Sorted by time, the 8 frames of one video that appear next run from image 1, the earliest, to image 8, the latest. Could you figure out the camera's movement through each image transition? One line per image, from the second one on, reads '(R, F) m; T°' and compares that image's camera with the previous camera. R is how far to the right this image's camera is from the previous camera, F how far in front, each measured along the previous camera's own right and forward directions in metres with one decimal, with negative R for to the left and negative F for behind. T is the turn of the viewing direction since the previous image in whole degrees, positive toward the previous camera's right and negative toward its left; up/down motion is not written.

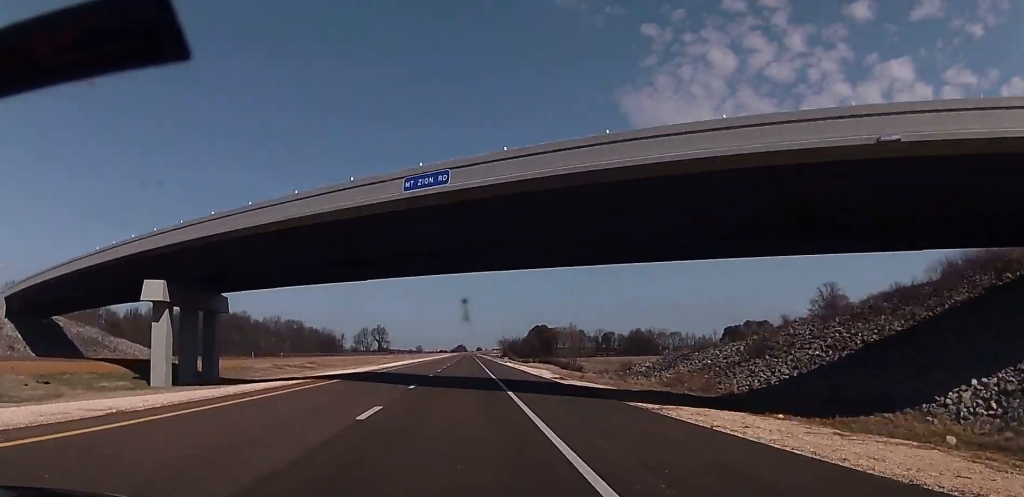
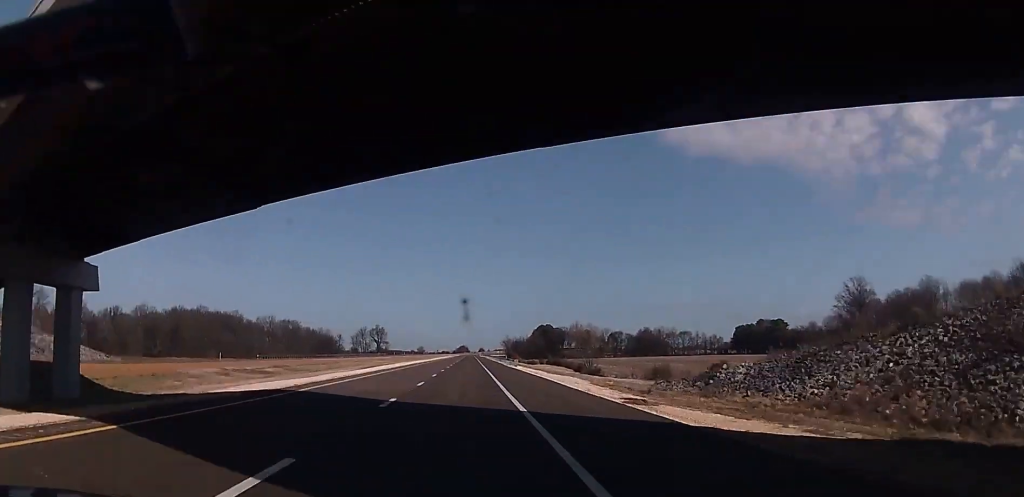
(0.0, +20.3) m; 0°
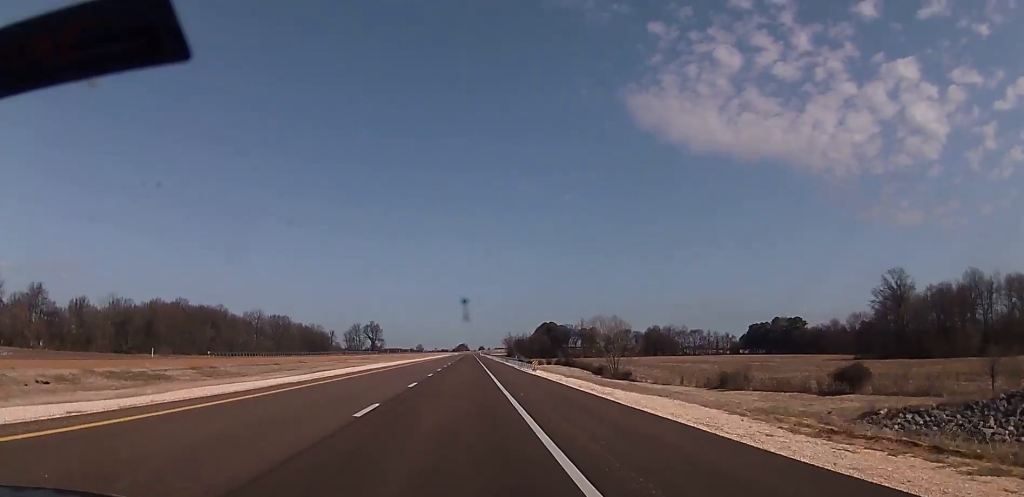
(+0.2, +27.3) m; 0°
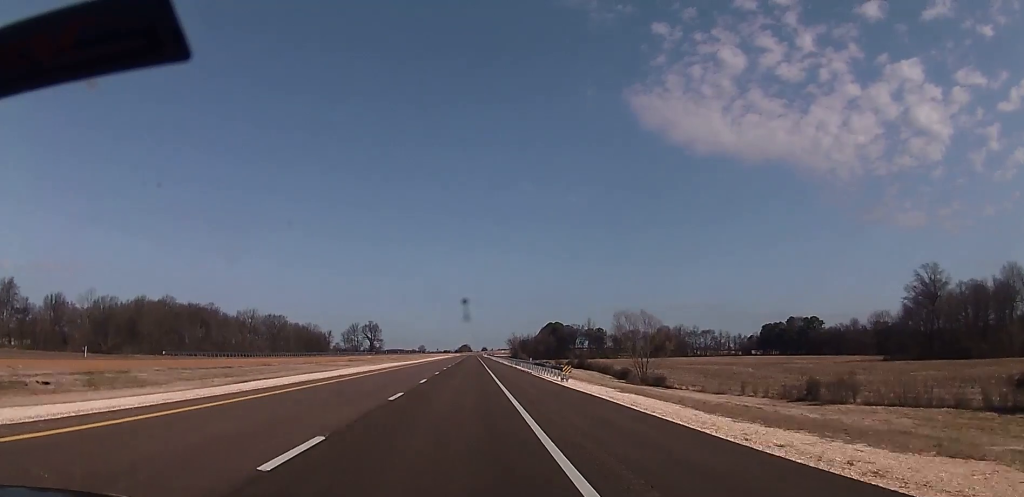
(+0.2, +18.9) m; 0°
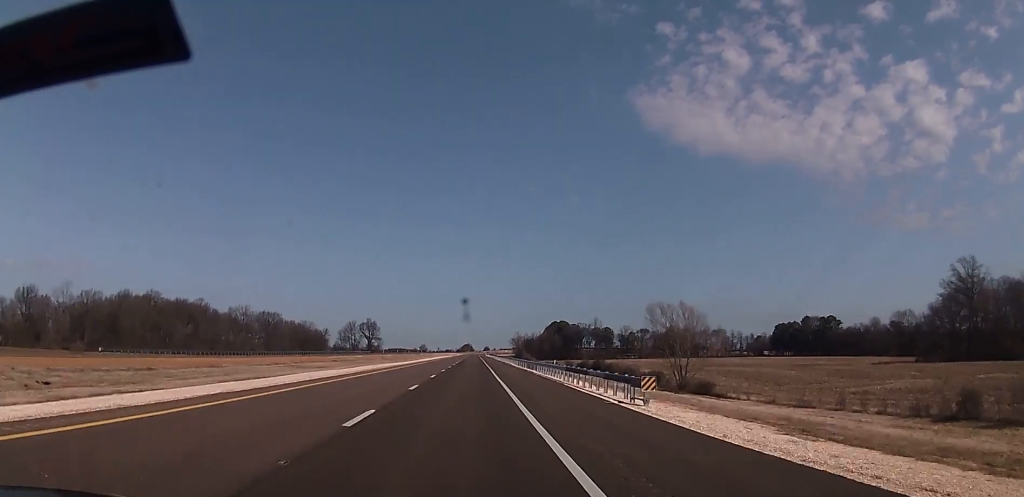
(-0.2, +18.9) m; 0°
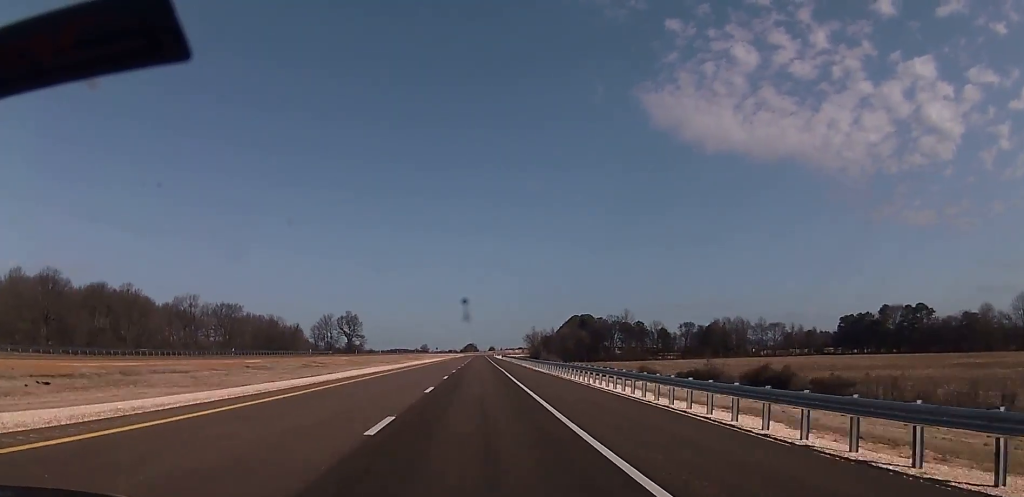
(-1.4, +87.0) m; -1°
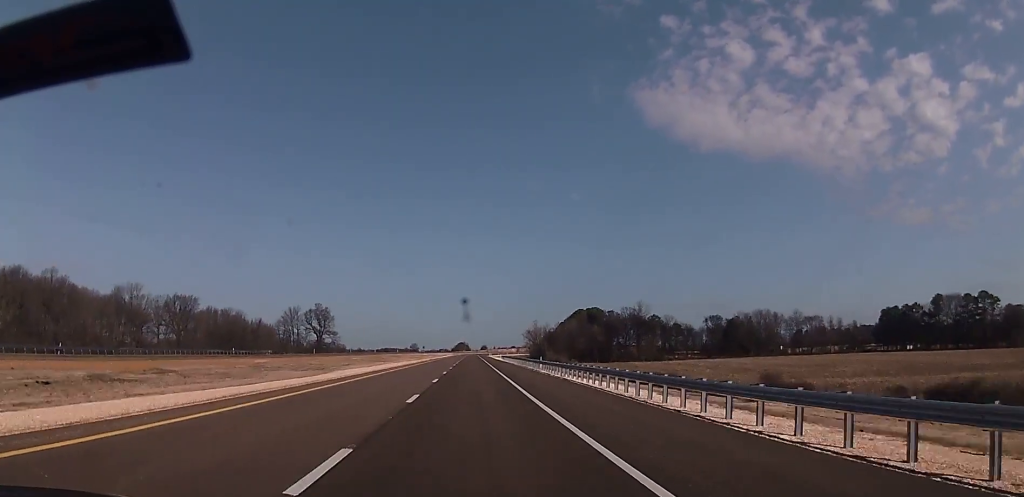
(+0.6, +53.5) m; +1°
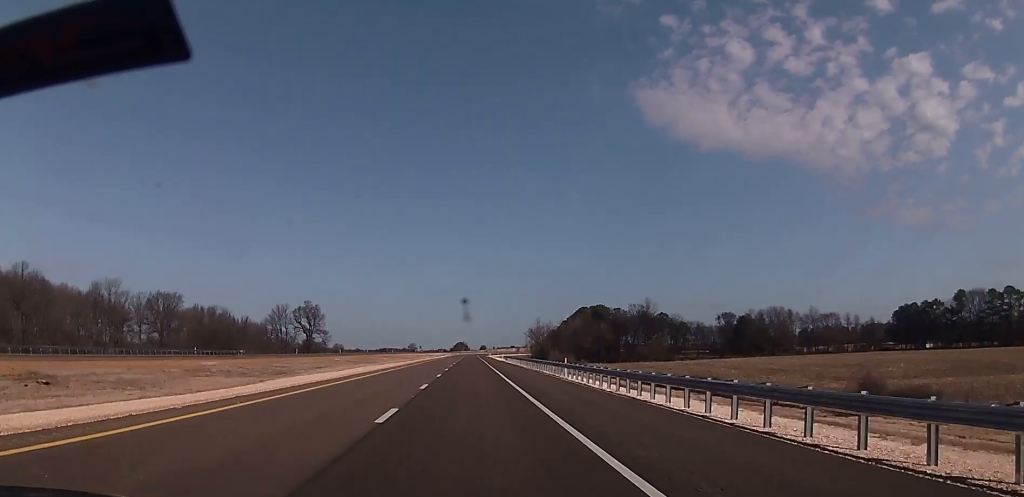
(0.0, +17.7) m; 0°
